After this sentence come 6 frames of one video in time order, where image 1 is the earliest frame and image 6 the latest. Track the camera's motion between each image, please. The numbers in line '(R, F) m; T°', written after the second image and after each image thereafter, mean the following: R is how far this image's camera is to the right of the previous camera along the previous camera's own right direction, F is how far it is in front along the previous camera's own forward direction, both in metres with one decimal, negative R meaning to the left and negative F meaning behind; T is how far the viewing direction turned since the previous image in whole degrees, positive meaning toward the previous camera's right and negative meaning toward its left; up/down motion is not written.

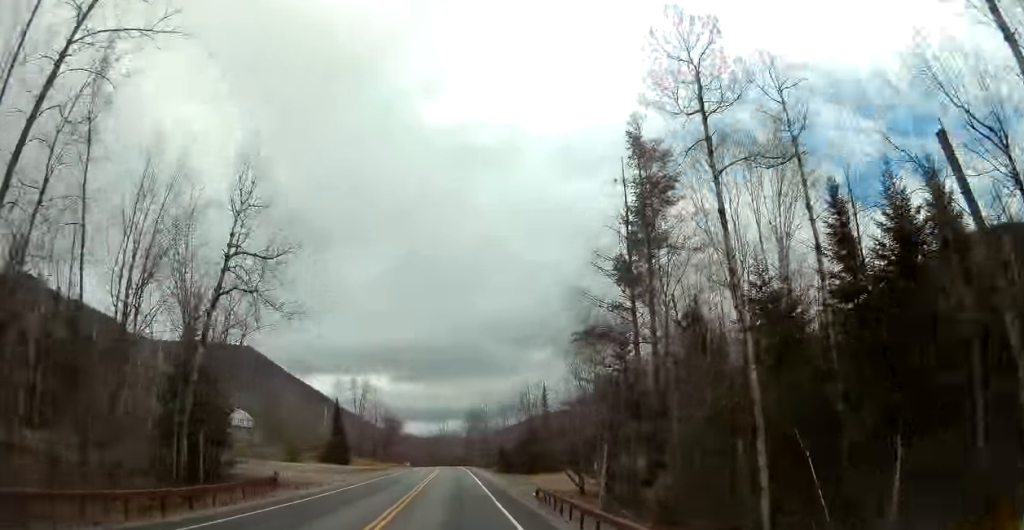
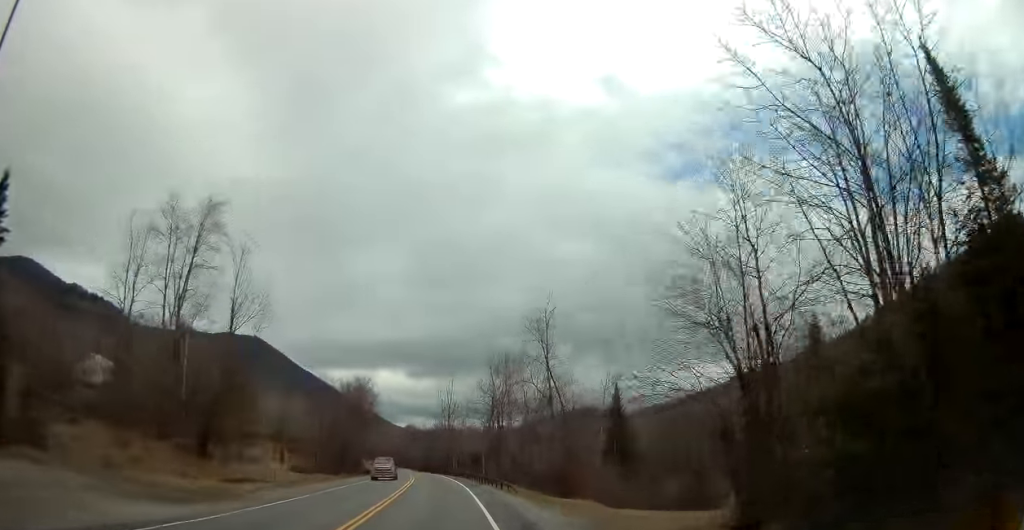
(-0.1, +74.9) m; 0°
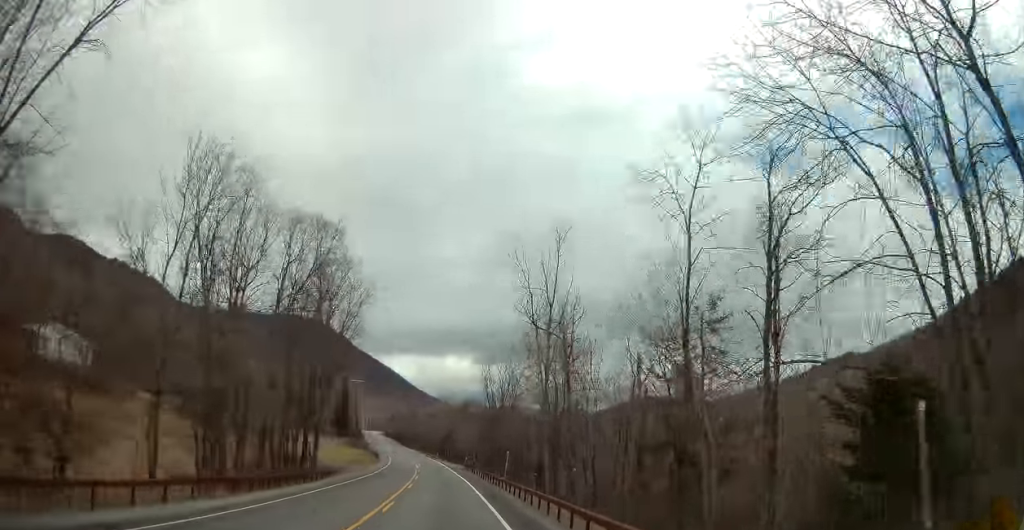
(-3.5, +71.6) m; -6°
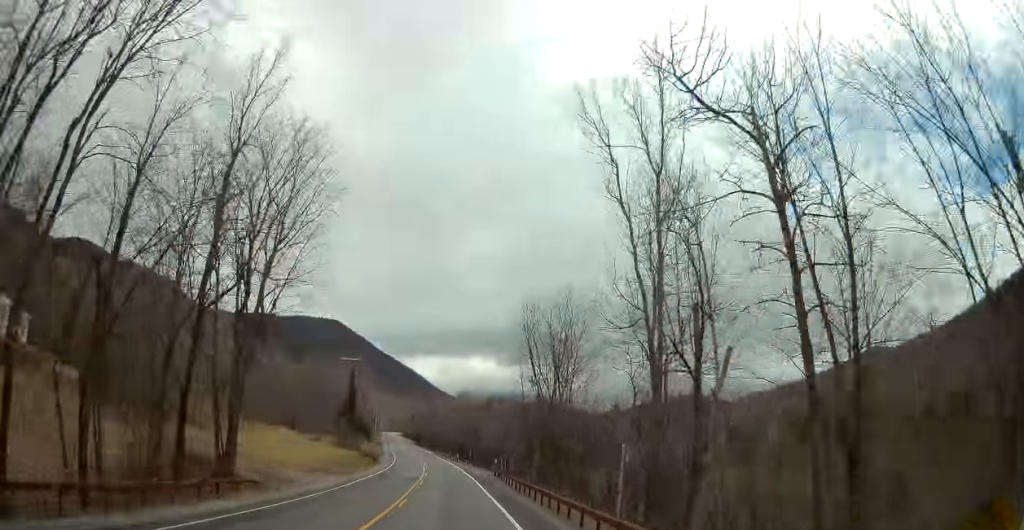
(-0.6, +21.6) m; -2°
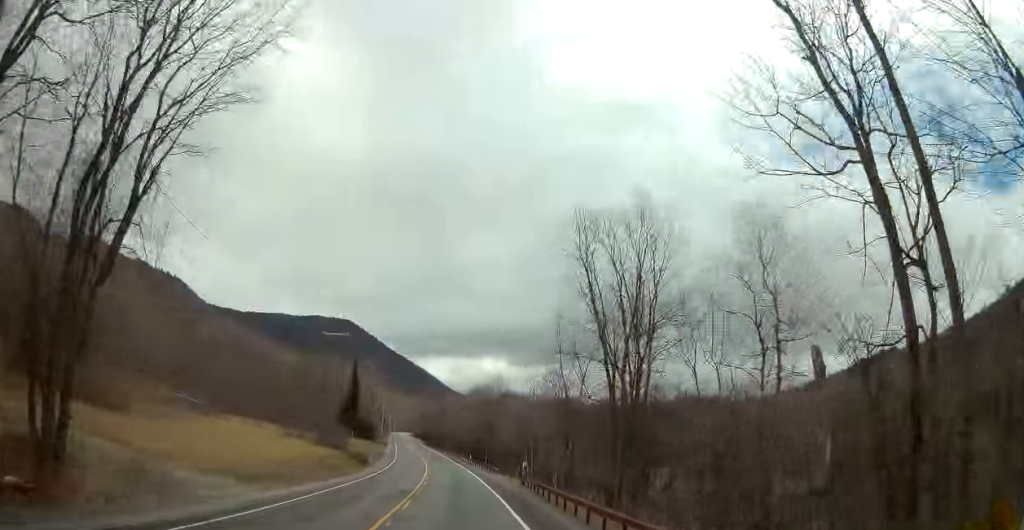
(-0.2, +13.9) m; -1°
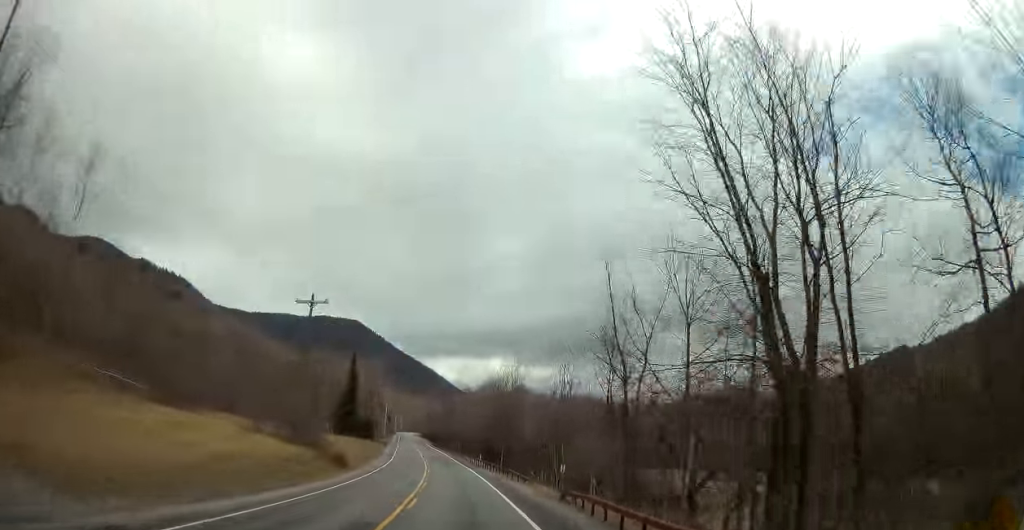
(+0.1, +11.3) m; -1°
